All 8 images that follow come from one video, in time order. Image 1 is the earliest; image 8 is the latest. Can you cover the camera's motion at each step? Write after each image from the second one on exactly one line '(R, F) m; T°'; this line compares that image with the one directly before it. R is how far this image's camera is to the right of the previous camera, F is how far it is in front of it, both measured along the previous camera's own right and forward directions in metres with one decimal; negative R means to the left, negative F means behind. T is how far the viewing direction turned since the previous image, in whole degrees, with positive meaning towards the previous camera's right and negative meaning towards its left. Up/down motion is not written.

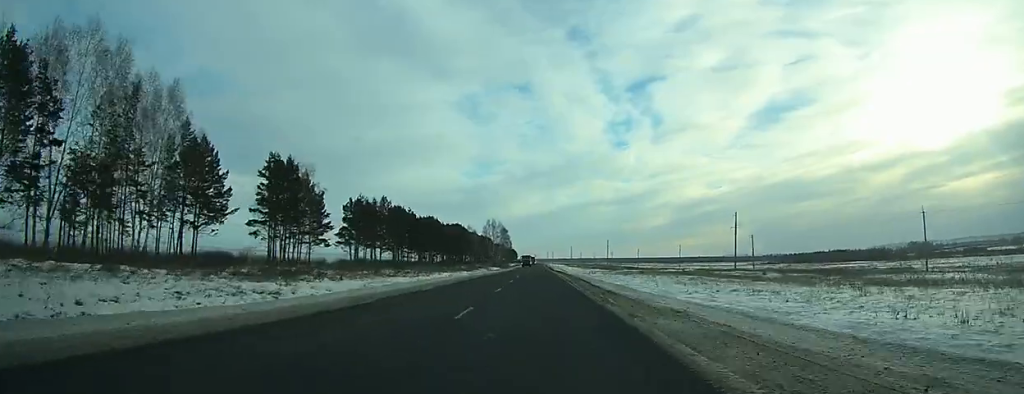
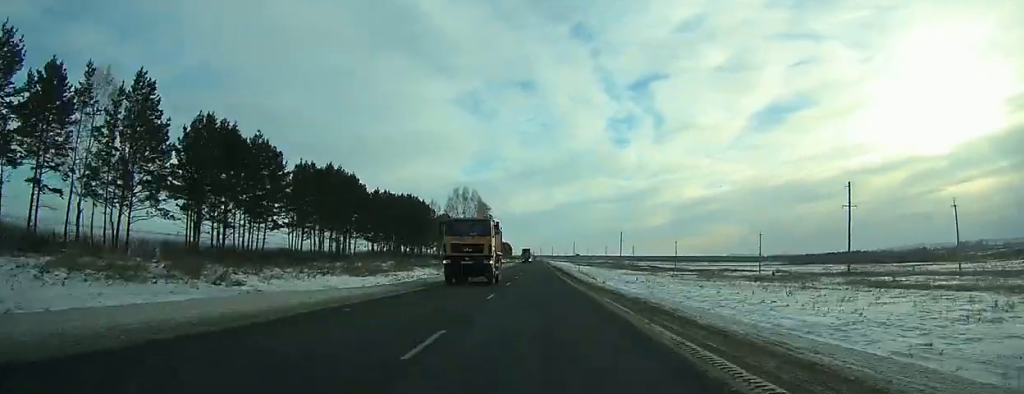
(+0.5, +86.4) m; +2°
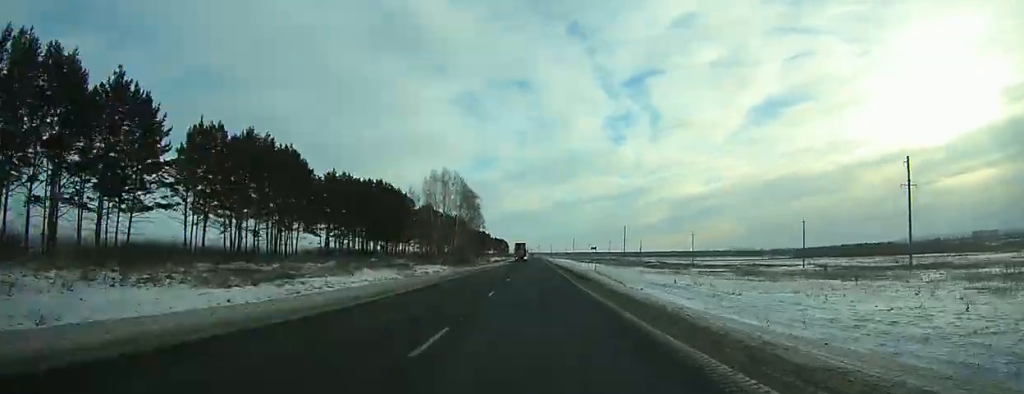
(0.0, +25.9) m; 0°
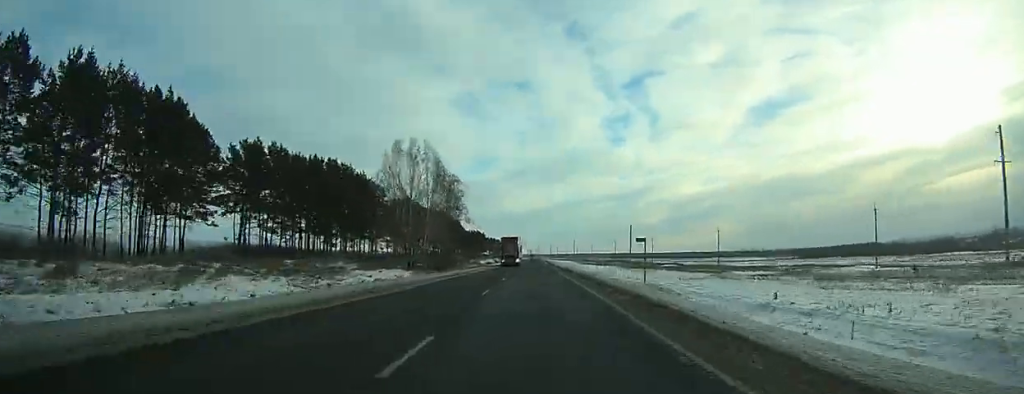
(0.0, +27.9) m; 0°
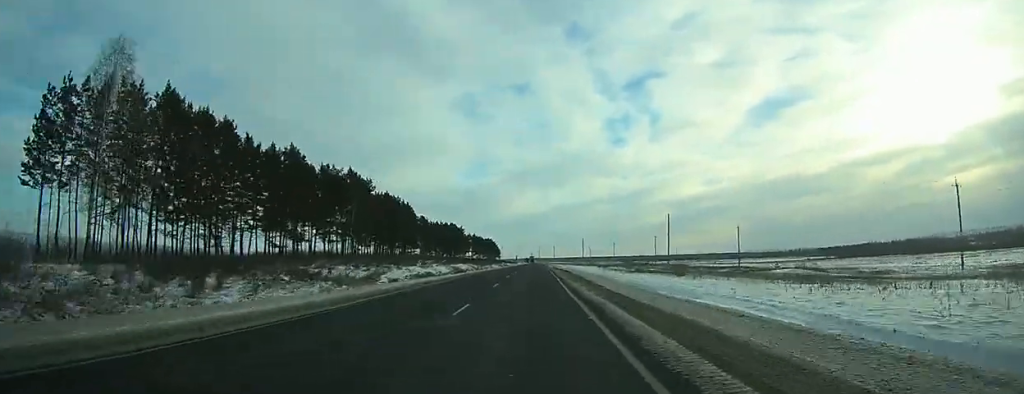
(+0.2, +85.8) m; 0°
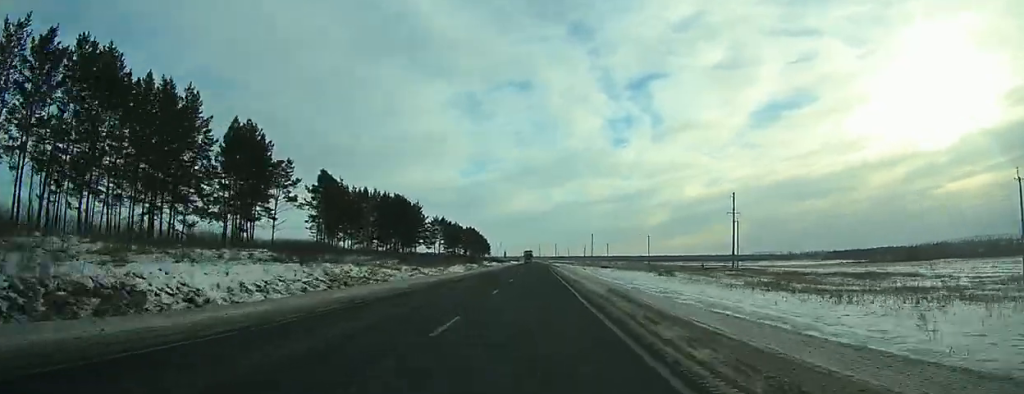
(0.0, +71.6) m; 0°
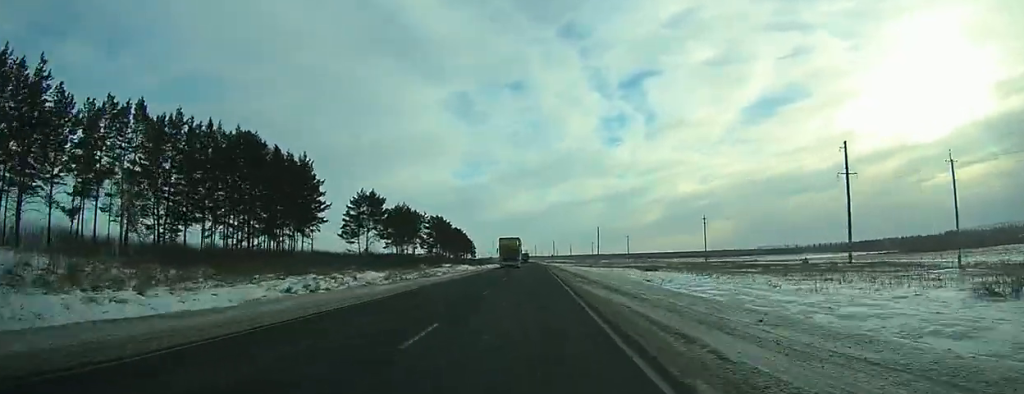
(+0.2, +60.5) m; 0°
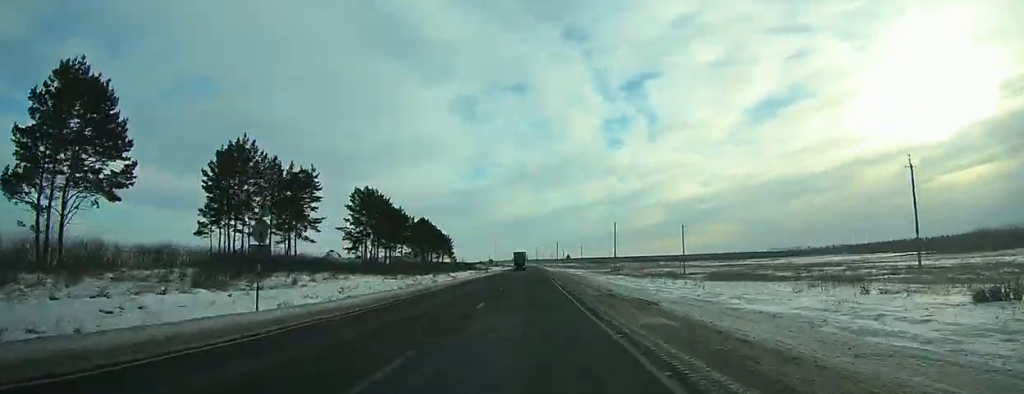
(-0.2, +61.5) m; 0°
